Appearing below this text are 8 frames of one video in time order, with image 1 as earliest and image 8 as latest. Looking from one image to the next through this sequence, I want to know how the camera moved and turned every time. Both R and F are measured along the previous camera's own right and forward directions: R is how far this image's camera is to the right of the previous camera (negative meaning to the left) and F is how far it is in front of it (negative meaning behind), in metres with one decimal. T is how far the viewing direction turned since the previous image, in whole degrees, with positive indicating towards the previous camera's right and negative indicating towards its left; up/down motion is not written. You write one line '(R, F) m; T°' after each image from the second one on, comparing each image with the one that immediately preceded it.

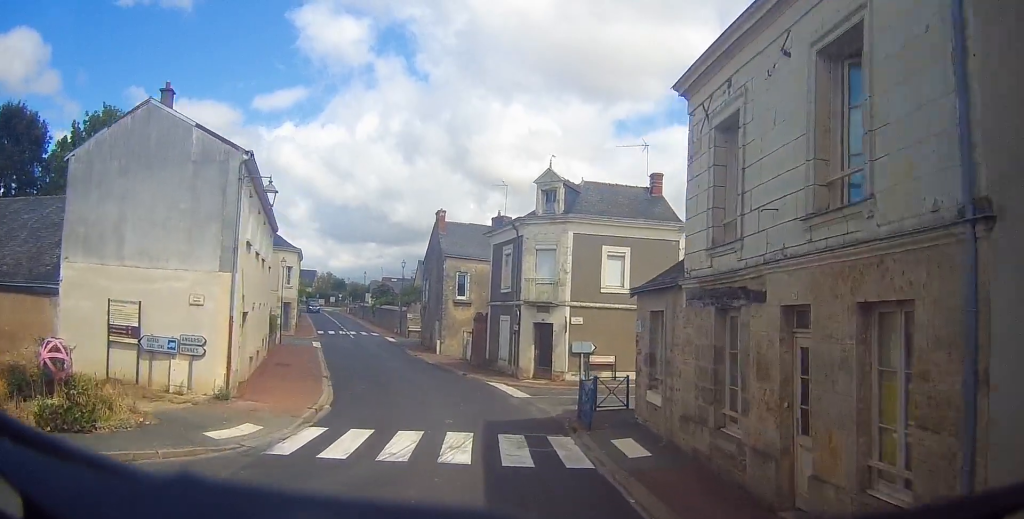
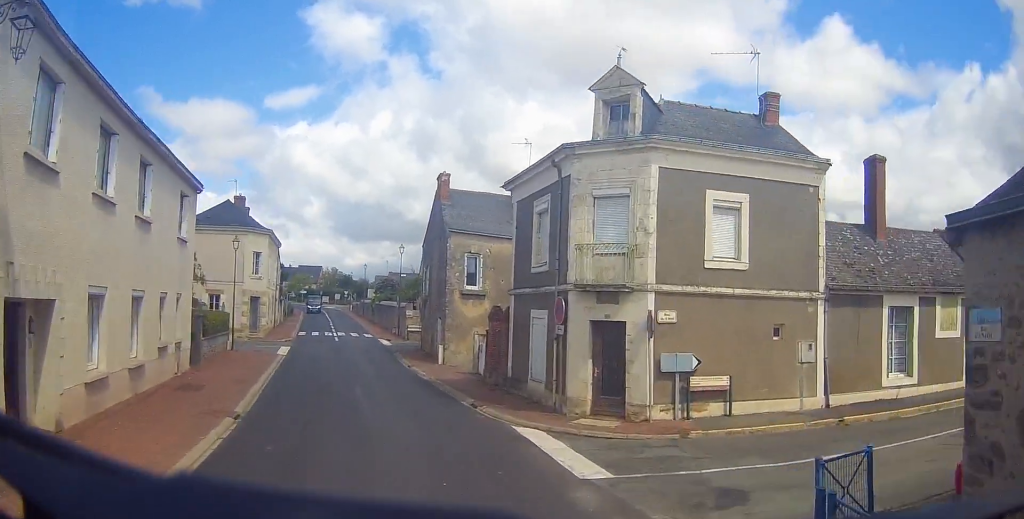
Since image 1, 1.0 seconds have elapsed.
(+0.5, +10.4) m; 0°
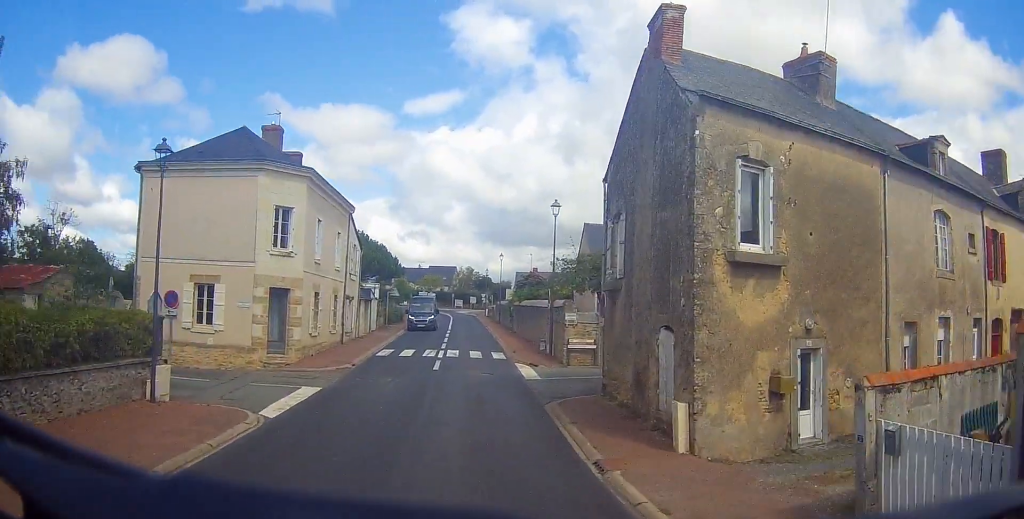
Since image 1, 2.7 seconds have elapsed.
(-2.0, +18.3) m; -10°
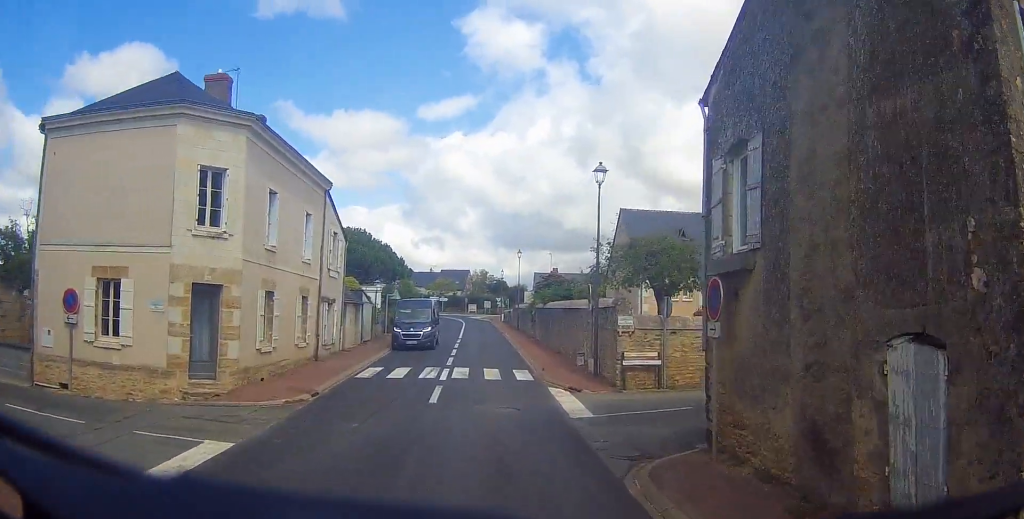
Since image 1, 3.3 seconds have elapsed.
(-0.2, +6.9) m; -2°
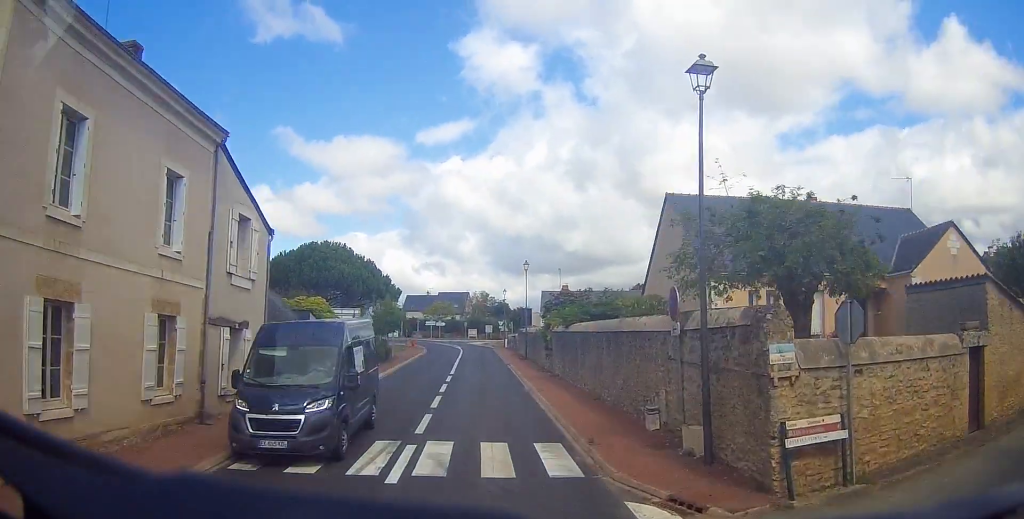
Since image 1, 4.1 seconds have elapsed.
(-0.1, +9.4) m; -1°
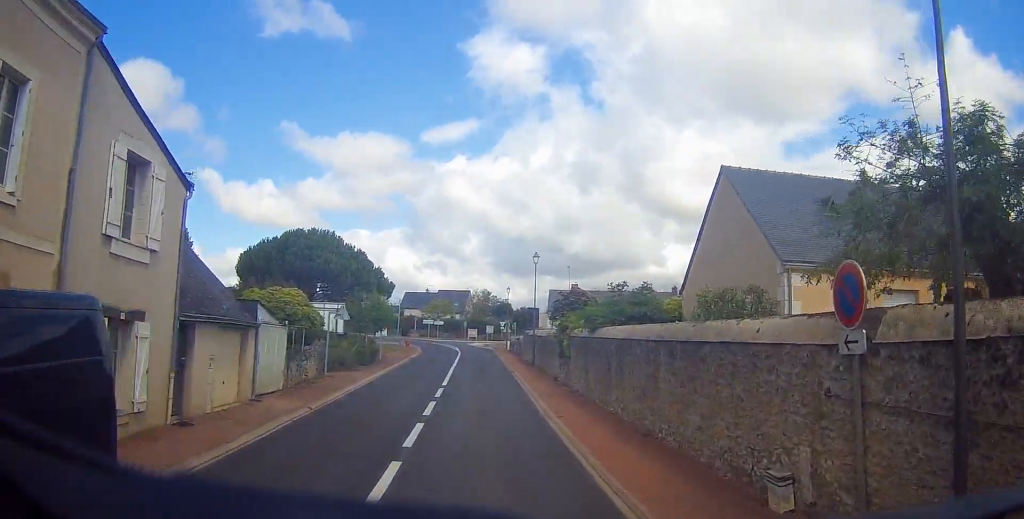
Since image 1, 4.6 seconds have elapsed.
(-0.1, +5.7) m; 0°
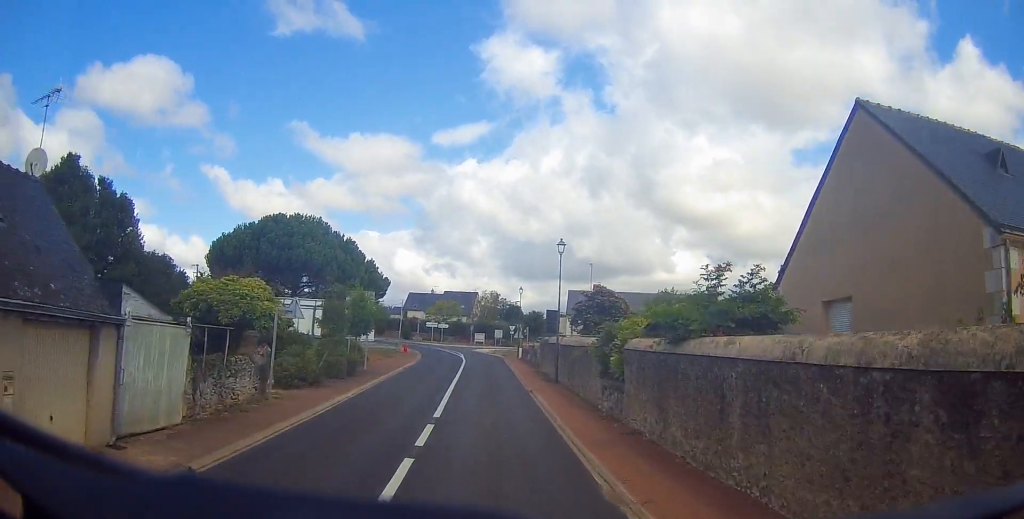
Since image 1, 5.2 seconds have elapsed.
(0.0, +7.7) m; 0°
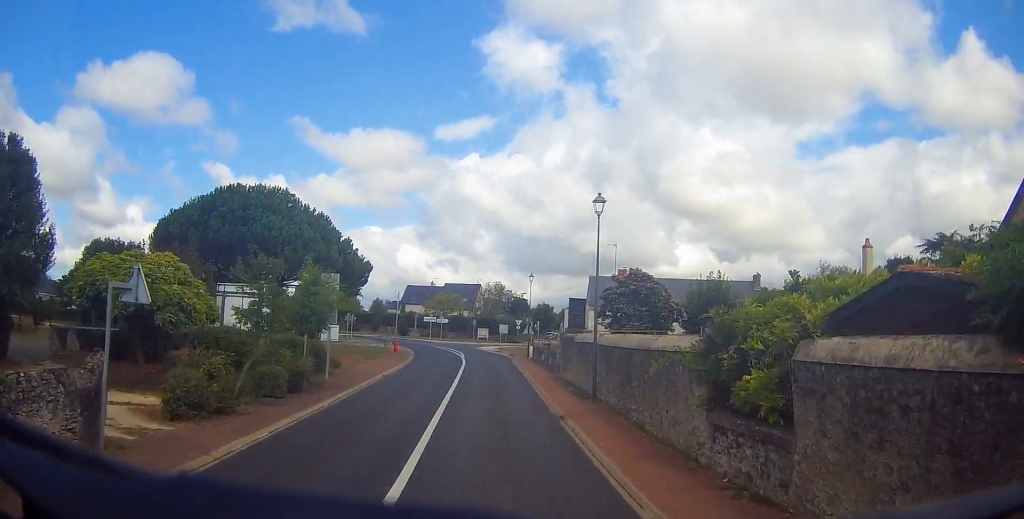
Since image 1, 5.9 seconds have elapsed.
(0.0, +9.1) m; 0°
